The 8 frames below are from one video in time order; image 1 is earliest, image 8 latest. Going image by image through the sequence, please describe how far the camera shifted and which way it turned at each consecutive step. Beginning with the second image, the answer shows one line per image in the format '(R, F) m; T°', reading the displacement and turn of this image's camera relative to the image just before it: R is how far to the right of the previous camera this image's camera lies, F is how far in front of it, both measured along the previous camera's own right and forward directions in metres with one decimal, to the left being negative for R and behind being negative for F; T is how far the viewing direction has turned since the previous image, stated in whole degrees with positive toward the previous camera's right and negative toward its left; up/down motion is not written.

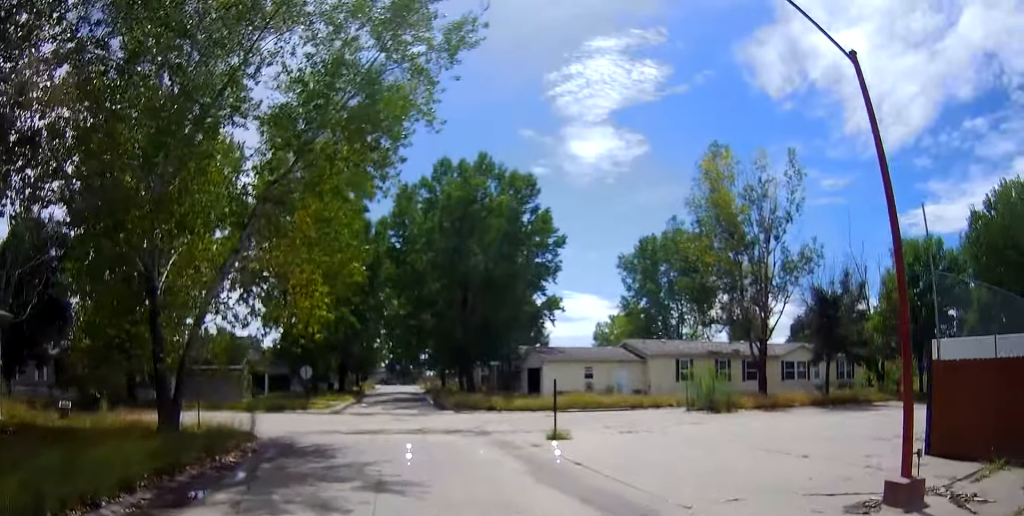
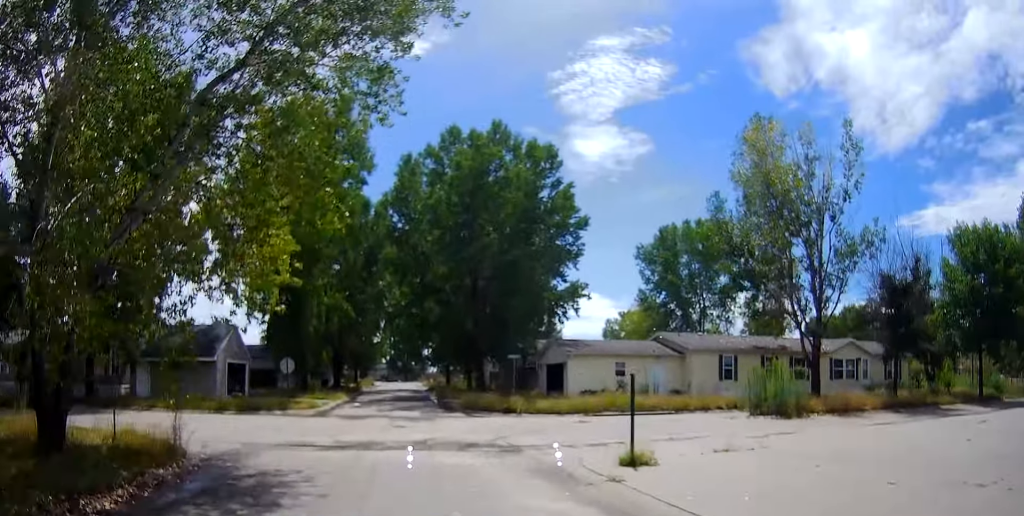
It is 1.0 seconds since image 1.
(-0.2, +6.1) m; -3°
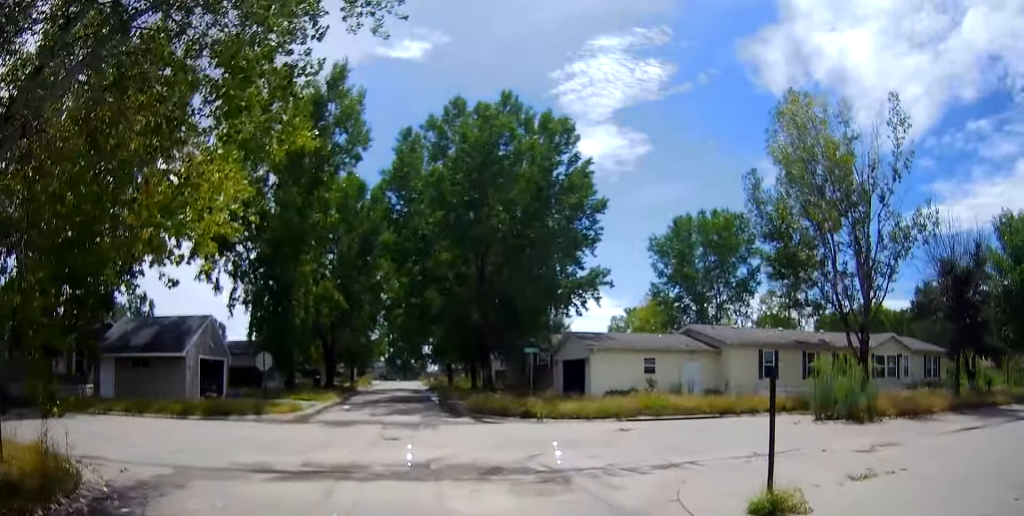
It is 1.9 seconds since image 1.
(-0.1, +4.8) m; -1°
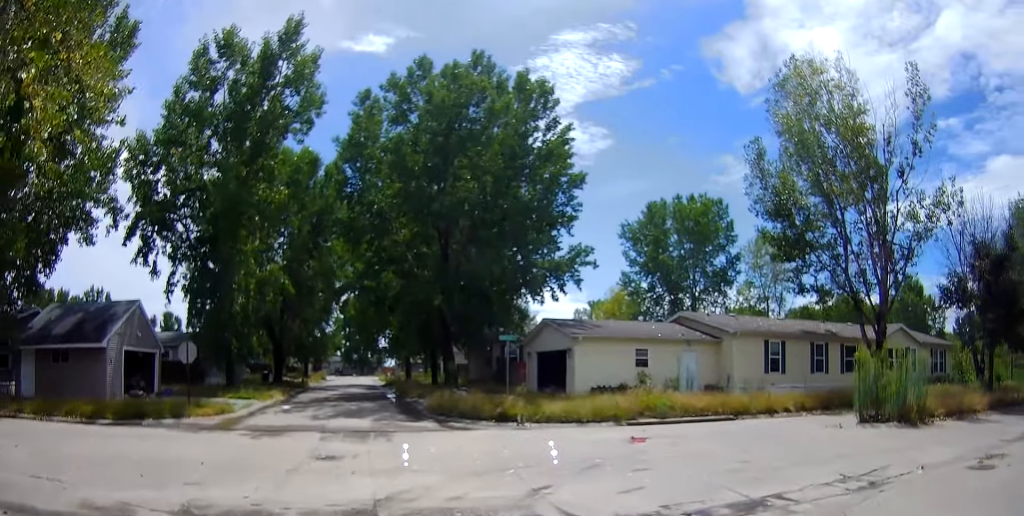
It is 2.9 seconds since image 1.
(0.0, +5.2) m; +8°
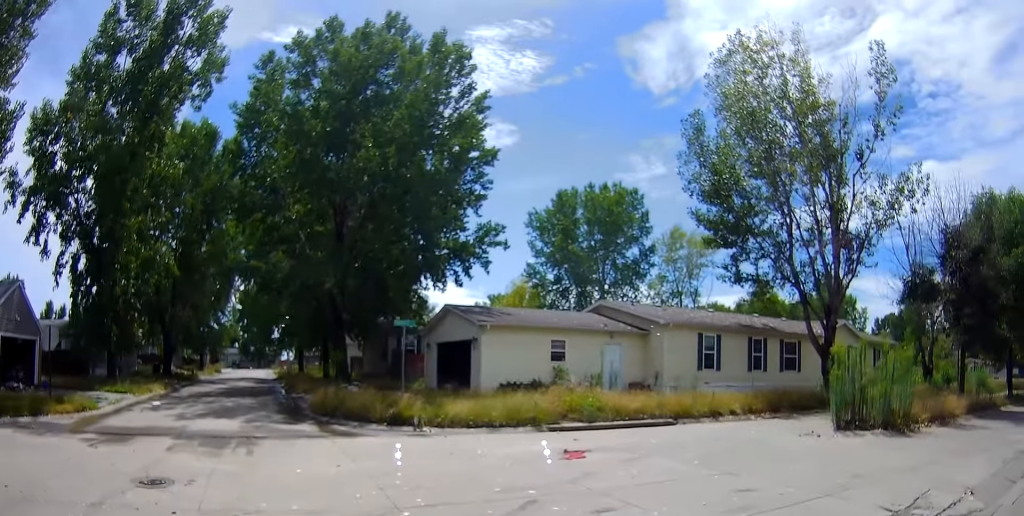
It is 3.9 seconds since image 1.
(+0.6, +3.9) m; +11°
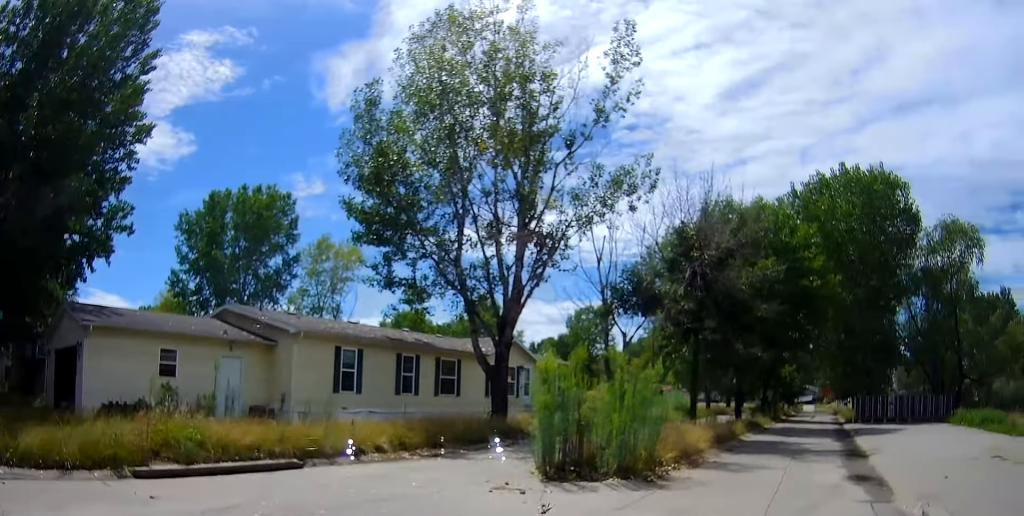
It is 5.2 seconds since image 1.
(+0.3, +5.3) m; +31°
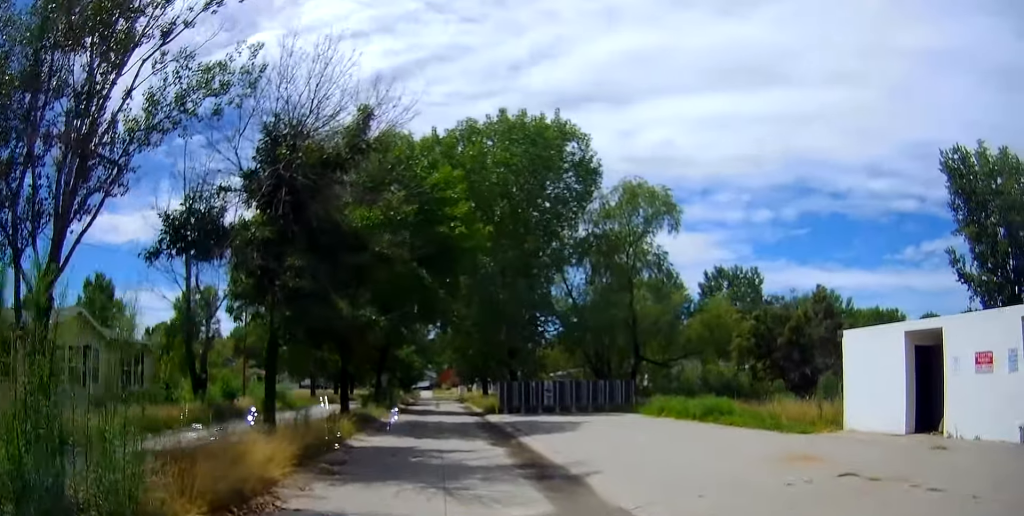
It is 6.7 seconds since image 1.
(+3.2, +5.7) m; +32°
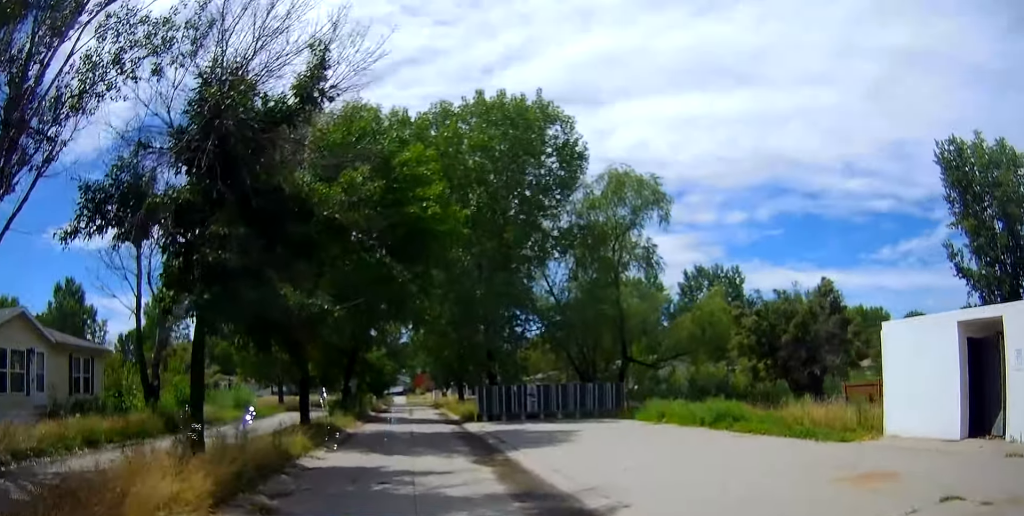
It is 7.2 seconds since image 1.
(-0.1, +2.6) m; +2°
